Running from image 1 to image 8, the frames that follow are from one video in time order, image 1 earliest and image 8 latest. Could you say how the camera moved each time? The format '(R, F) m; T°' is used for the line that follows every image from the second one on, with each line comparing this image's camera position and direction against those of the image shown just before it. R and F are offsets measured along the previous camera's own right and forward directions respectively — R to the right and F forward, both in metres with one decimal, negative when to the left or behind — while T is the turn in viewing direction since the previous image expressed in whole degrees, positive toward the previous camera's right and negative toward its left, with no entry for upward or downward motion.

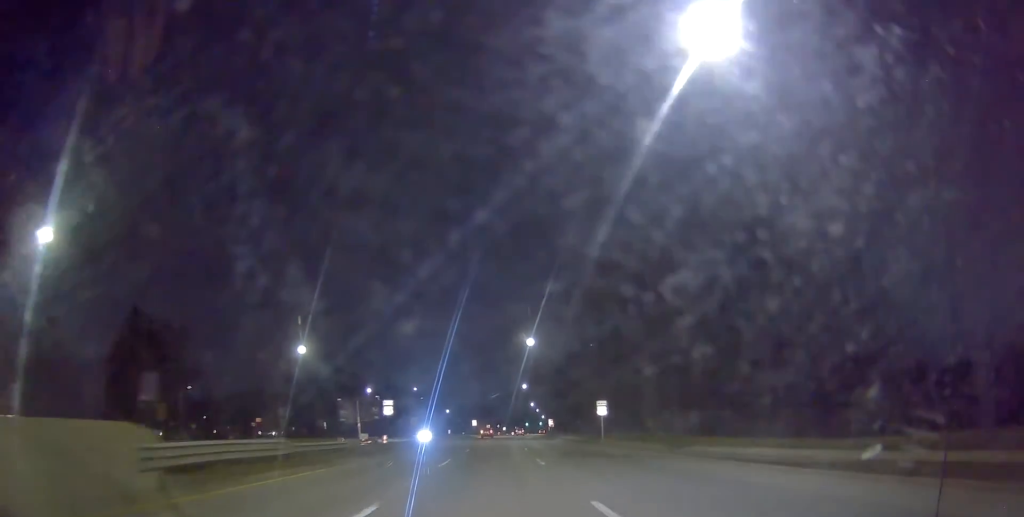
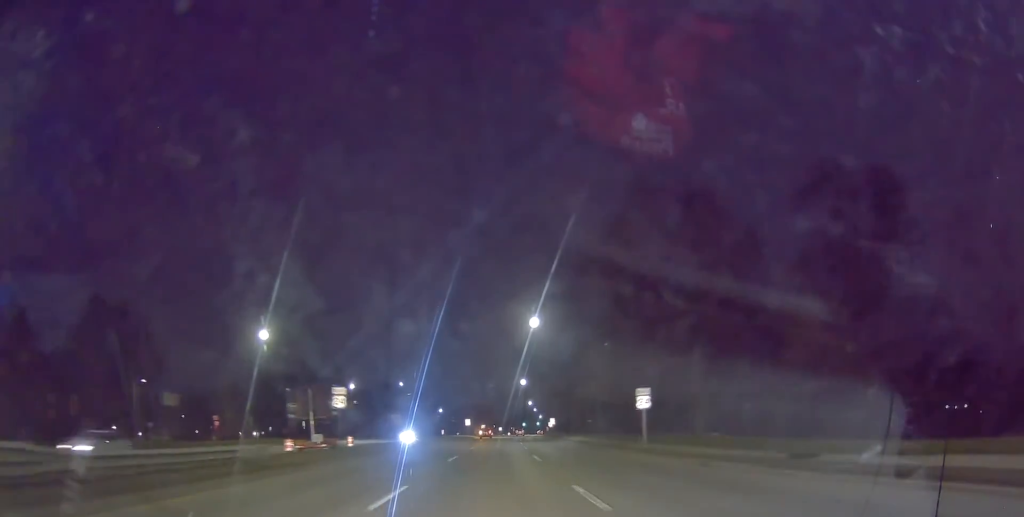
(+0.4, +11.9) m; +1°
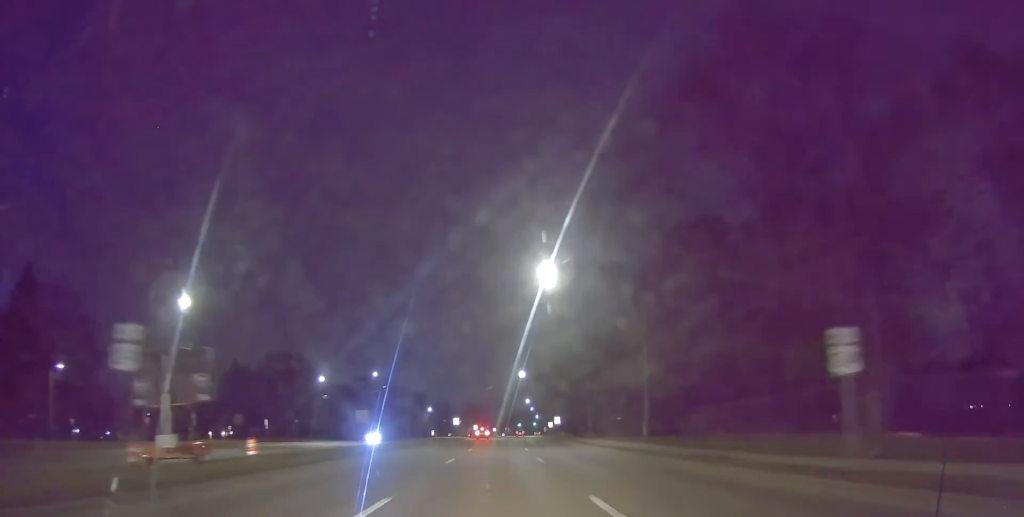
(+0.2, +17.2) m; 0°
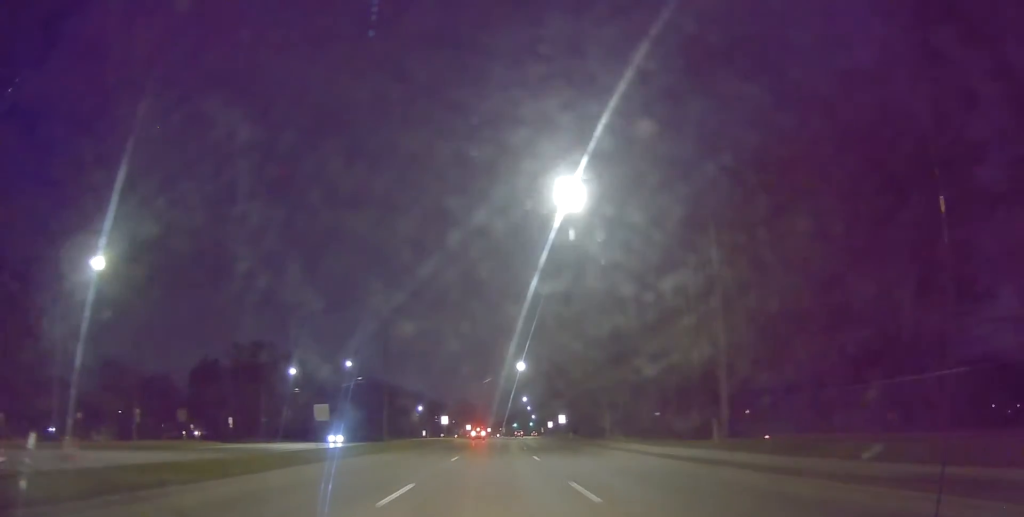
(-0.4, +12.5) m; -1°
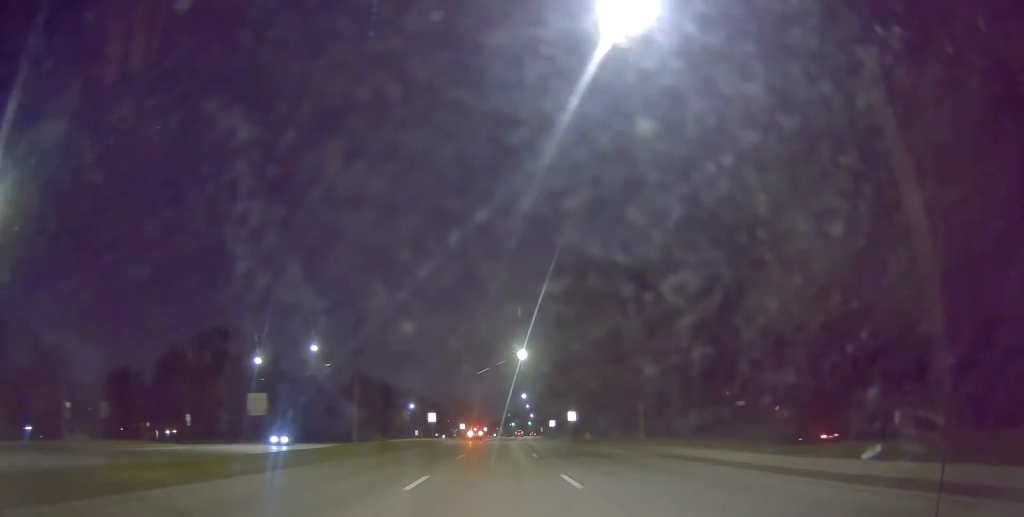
(+0.2, +12.4) m; +1°
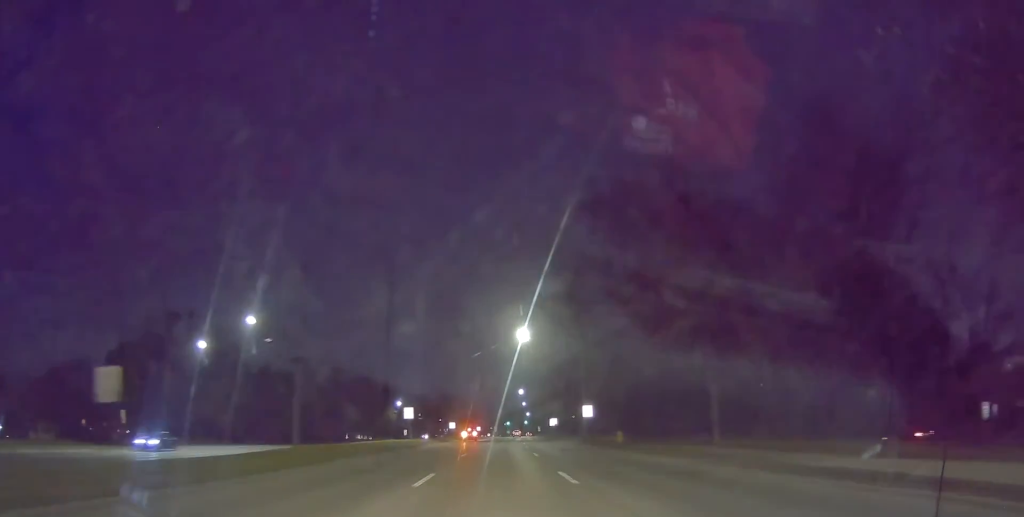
(+0.2, +14.2) m; +1°
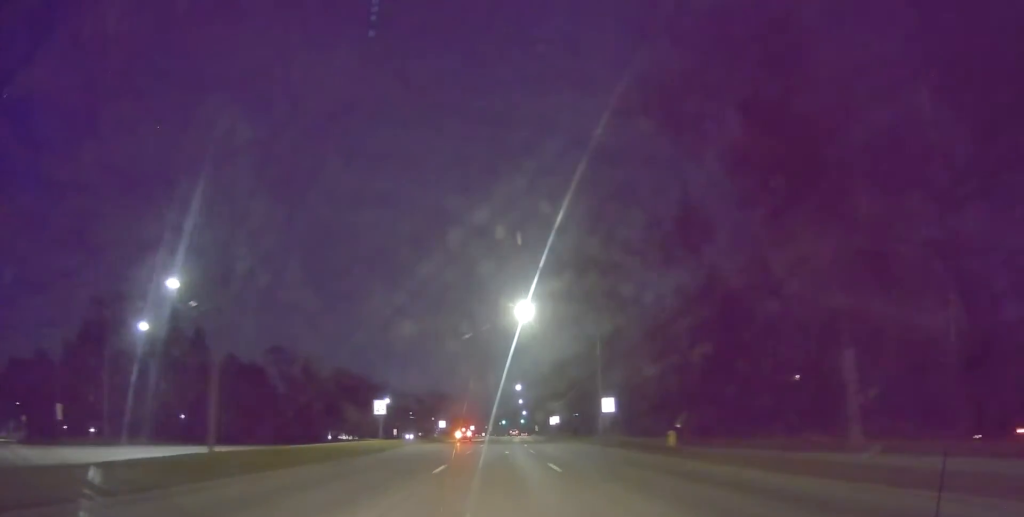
(+0.2, +10.9) m; +1°
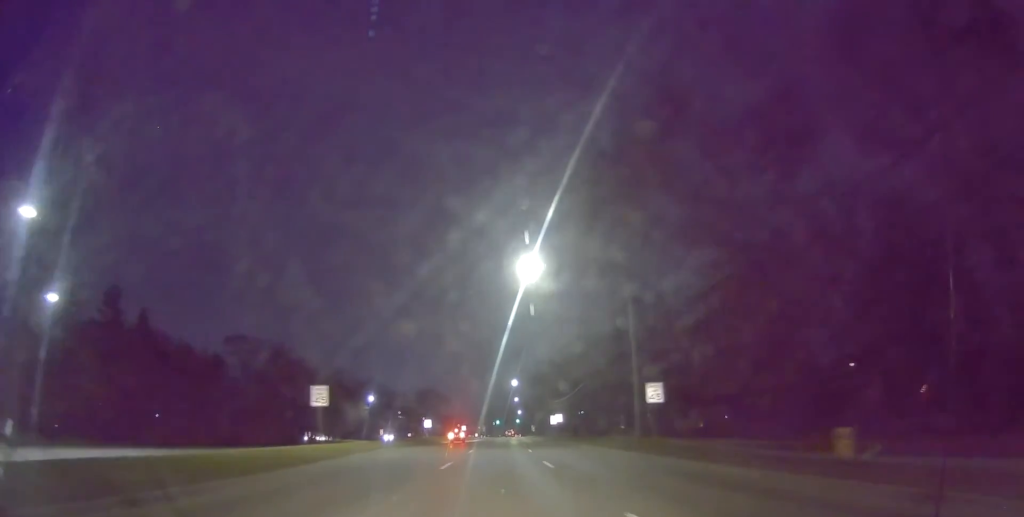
(0.0, +13.4) m; -1°
